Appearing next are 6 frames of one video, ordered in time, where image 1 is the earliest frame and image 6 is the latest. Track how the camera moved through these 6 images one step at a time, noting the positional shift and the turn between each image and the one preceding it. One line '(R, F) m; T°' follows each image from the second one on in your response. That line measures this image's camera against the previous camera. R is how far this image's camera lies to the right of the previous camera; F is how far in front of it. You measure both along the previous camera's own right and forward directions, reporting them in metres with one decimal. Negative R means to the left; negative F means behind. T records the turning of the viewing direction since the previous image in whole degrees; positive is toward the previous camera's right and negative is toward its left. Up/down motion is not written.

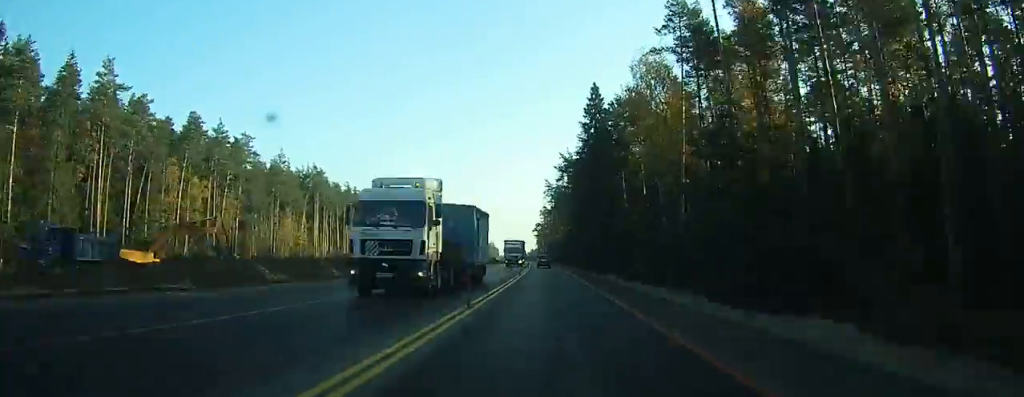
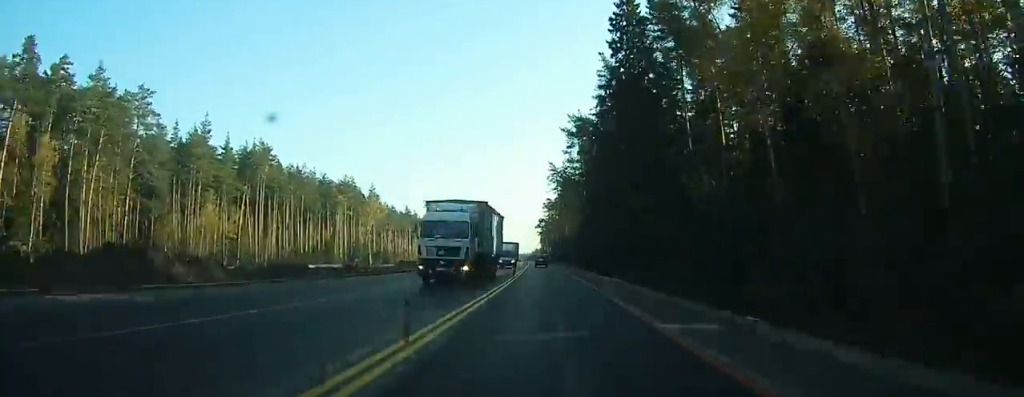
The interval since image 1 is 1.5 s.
(-0.1, +36.0) m; -1°
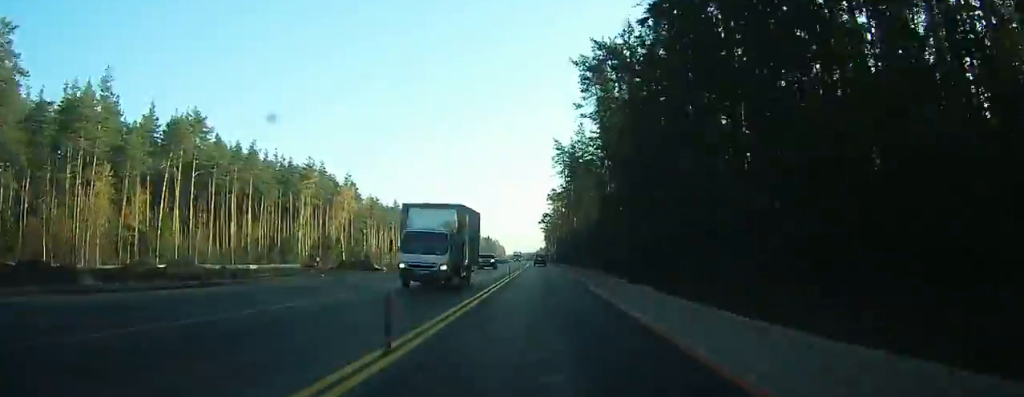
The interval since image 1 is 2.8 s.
(-0.2, +29.9) m; -1°
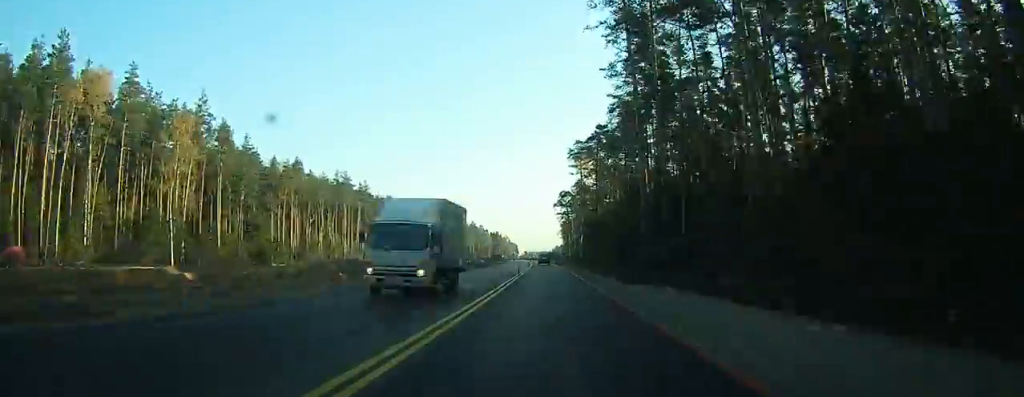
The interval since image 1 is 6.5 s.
(-1.1, +86.0) m; -1°
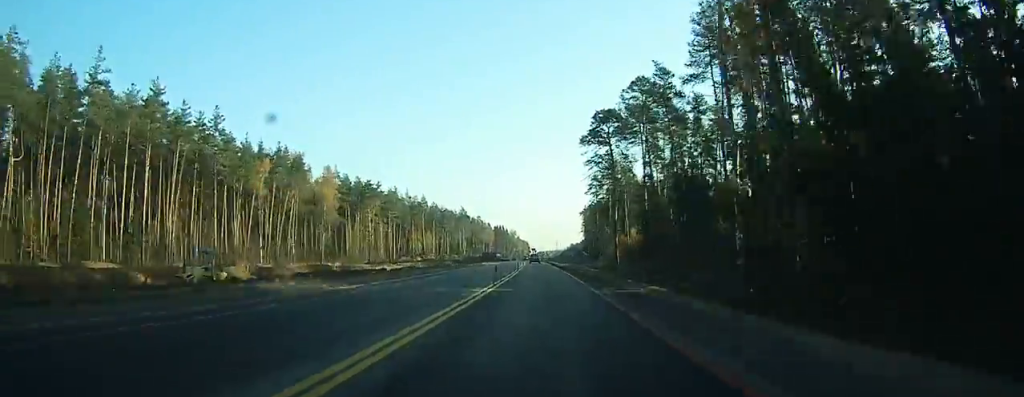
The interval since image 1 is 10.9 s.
(-1.6, +101.6) m; -1°
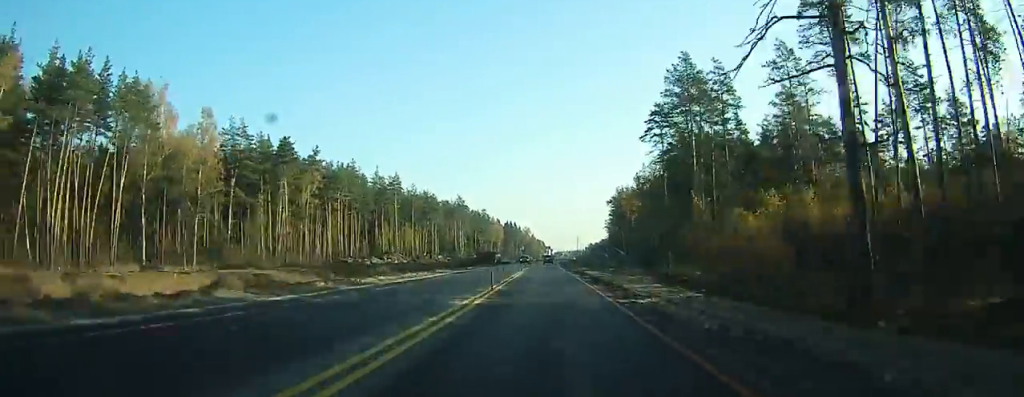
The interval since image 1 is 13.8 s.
(-0.4, +62.8) m; -1°
